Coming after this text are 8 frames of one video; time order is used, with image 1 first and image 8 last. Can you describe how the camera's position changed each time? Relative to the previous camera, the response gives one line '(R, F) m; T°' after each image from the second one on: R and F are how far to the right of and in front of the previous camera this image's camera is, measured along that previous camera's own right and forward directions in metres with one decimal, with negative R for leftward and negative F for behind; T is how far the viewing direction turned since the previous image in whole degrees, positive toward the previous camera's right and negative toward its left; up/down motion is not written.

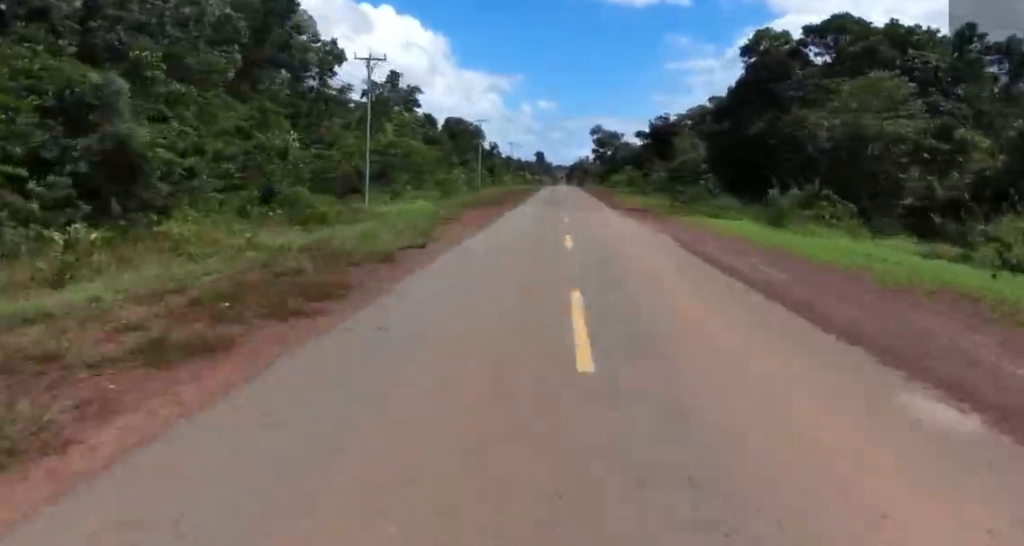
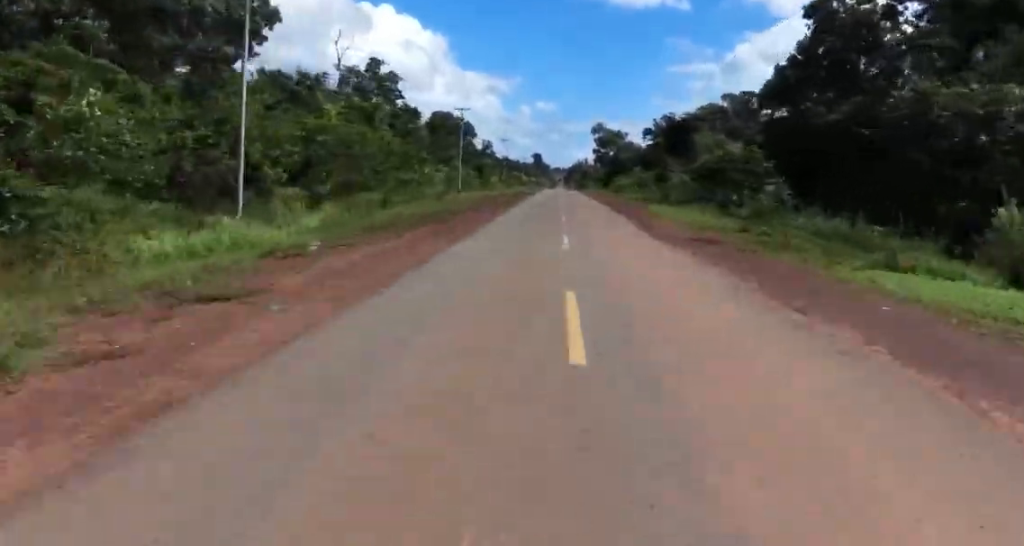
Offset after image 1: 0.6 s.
(-1.2, +16.8) m; 0°
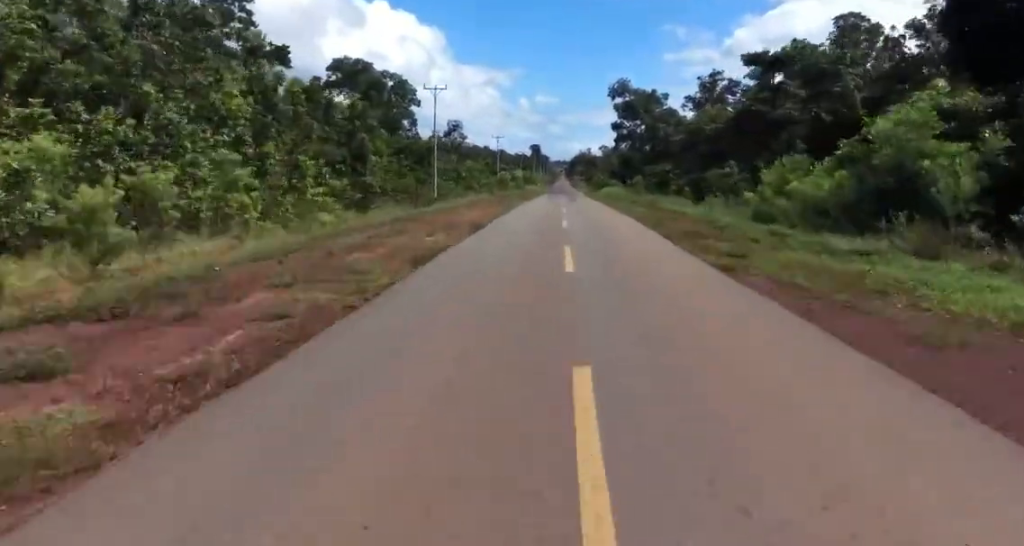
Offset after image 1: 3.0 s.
(+3.6, +69.1) m; +4°
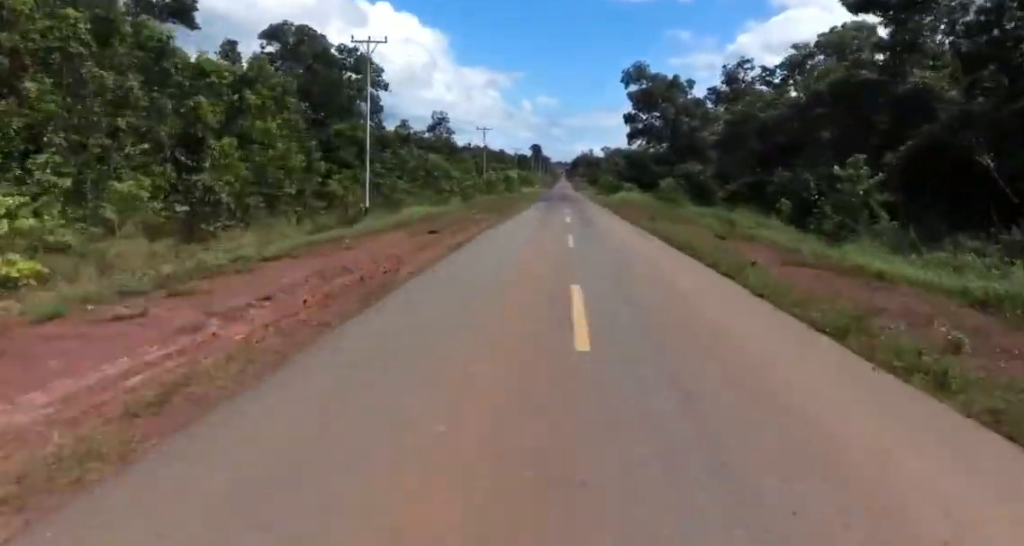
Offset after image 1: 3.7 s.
(0.0, +21.3) m; -1°
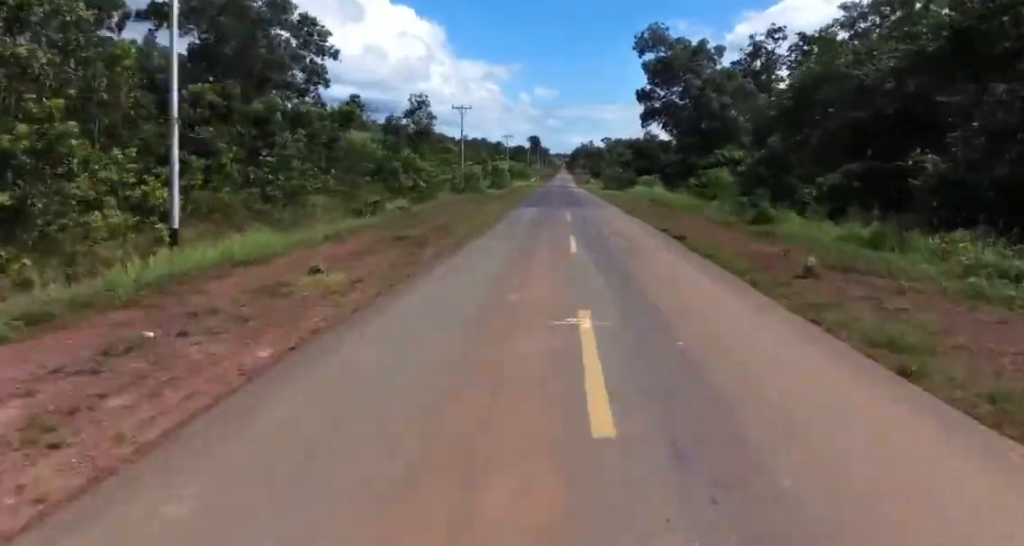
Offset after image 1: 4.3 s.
(-0.2, +18.3) m; -1°
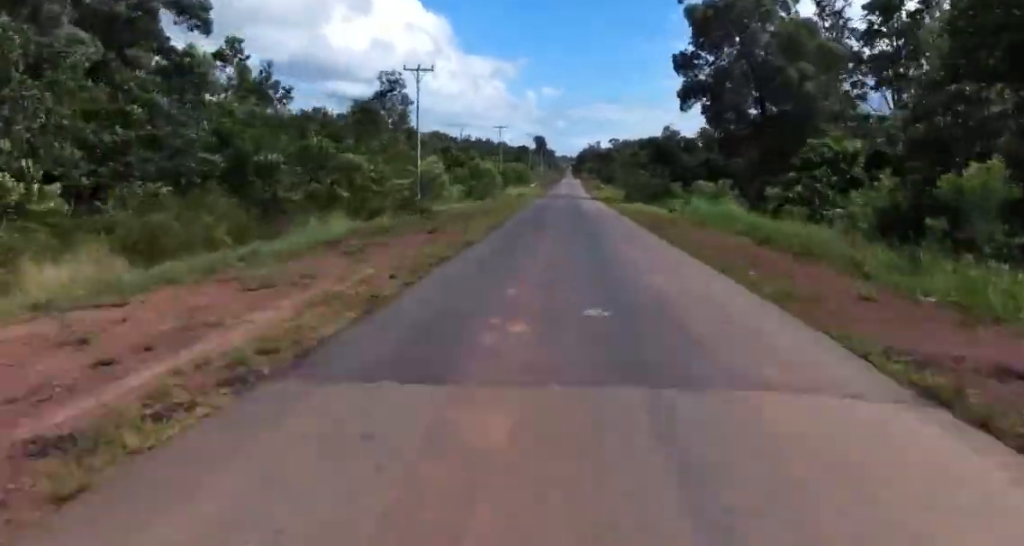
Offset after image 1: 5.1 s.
(-0.3, +22.1) m; 0°
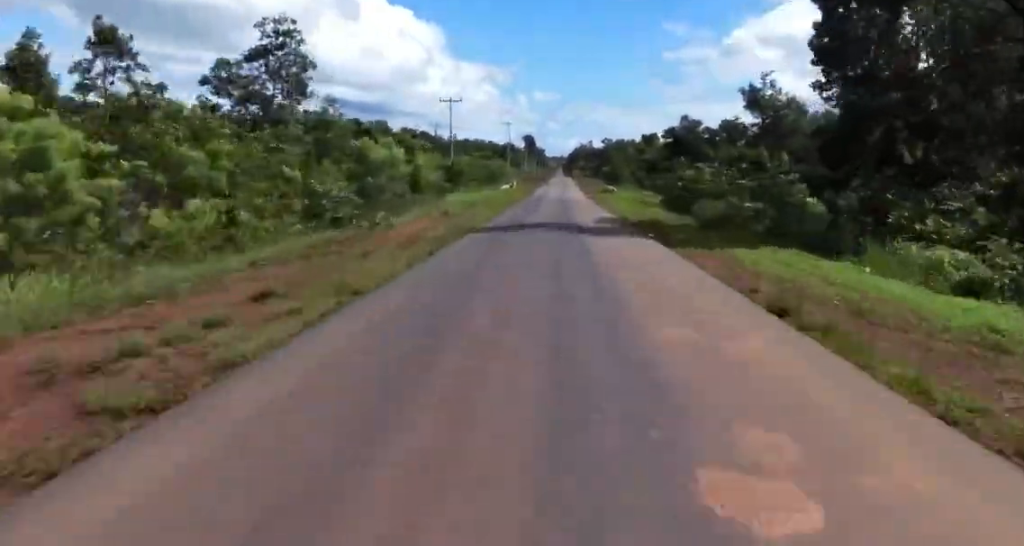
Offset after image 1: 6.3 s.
(+0.5, +35.3) m; 0°
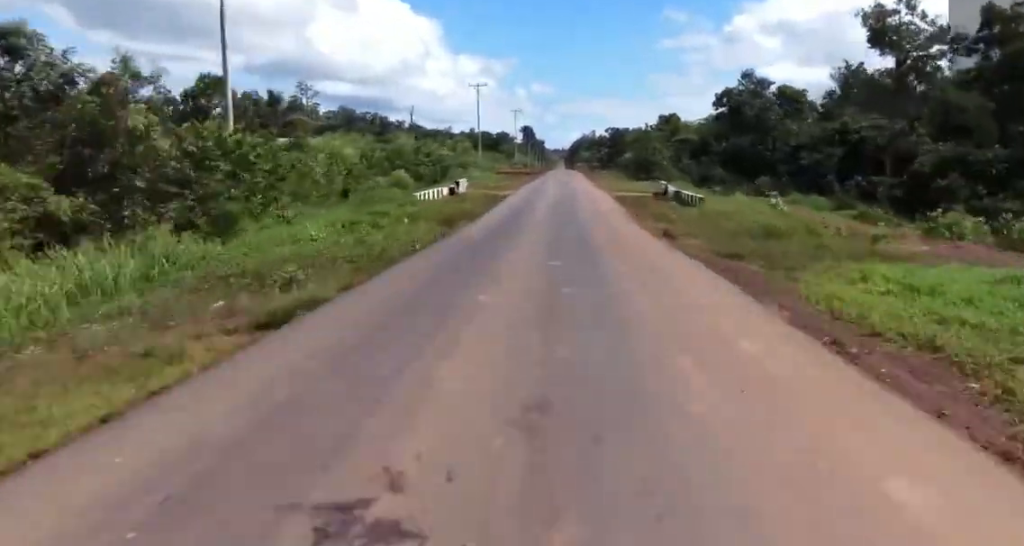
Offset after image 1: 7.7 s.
(-0.9, +38.4) m; -3°
